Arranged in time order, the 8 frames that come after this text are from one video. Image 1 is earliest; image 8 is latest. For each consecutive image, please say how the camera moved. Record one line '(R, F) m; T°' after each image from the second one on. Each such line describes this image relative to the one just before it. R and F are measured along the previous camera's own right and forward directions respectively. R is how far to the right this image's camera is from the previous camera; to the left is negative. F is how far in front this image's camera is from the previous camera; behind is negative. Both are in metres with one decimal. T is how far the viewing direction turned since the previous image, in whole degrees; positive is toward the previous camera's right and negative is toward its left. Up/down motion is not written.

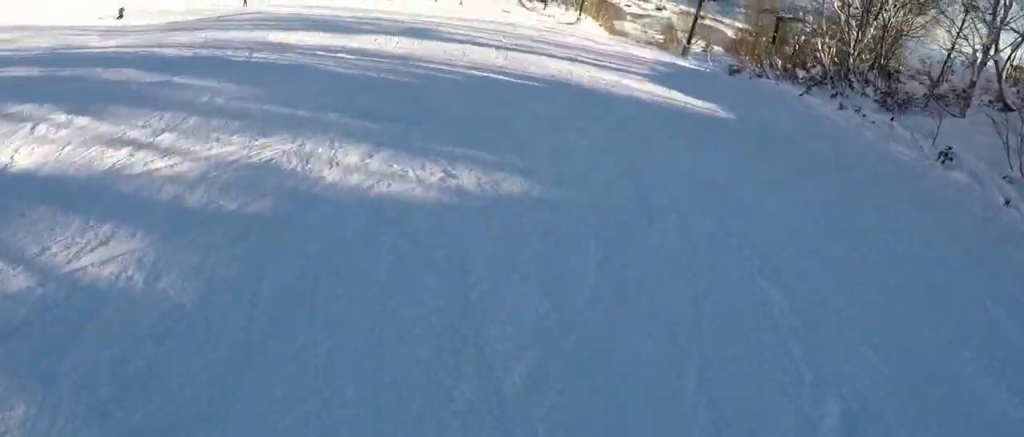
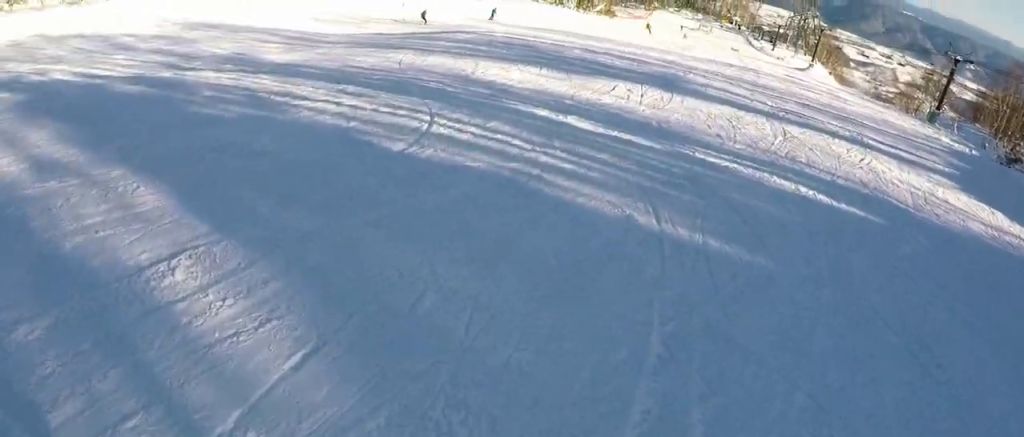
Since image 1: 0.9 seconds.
(-0.1, +5.9) m; +1°
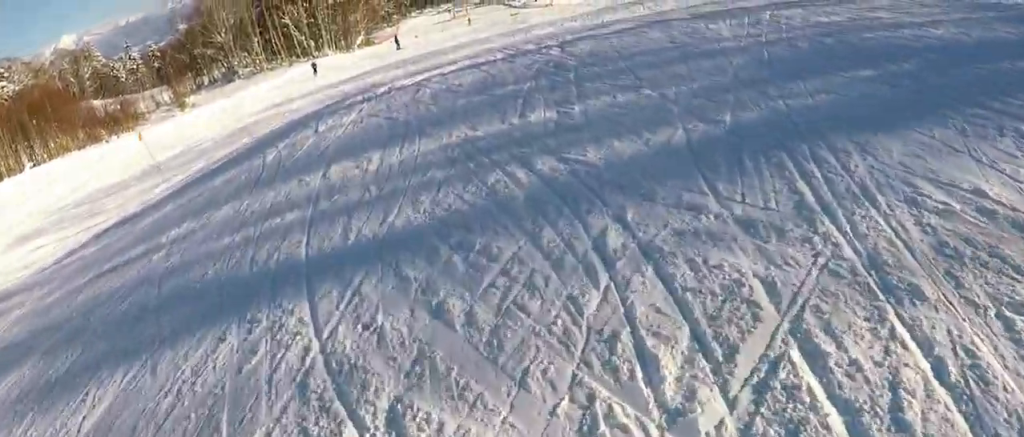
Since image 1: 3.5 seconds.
(+2.5, +18.4) m; +26°
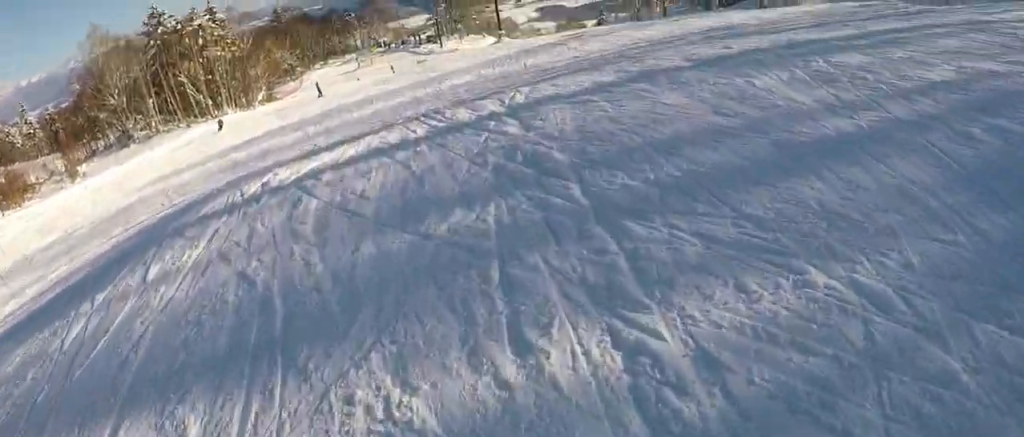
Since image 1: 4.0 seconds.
(+0.2, +3.3) m; +12°
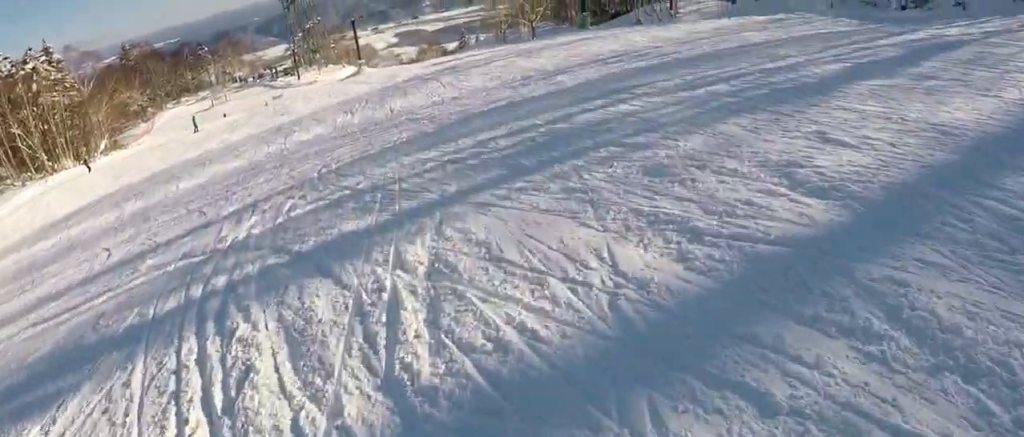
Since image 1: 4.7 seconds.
(+1.0, +4.8) m; +16°
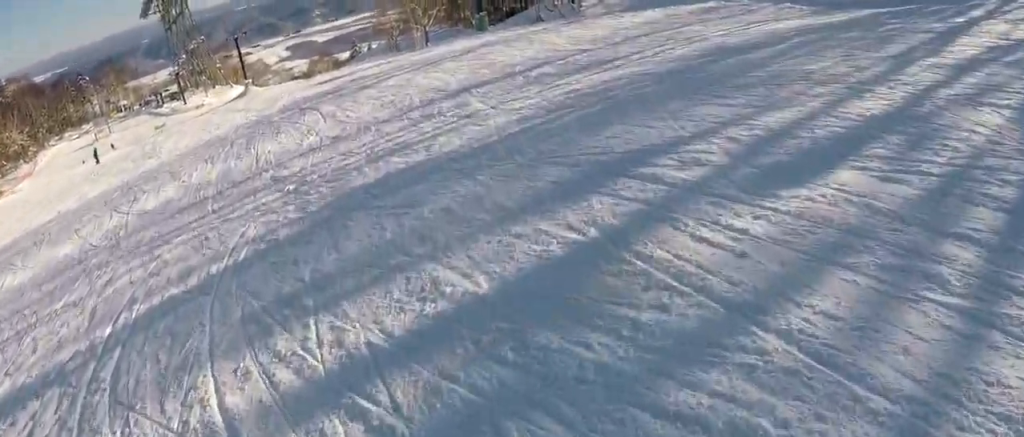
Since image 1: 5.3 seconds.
(+0.5, +4.4) m; +11°
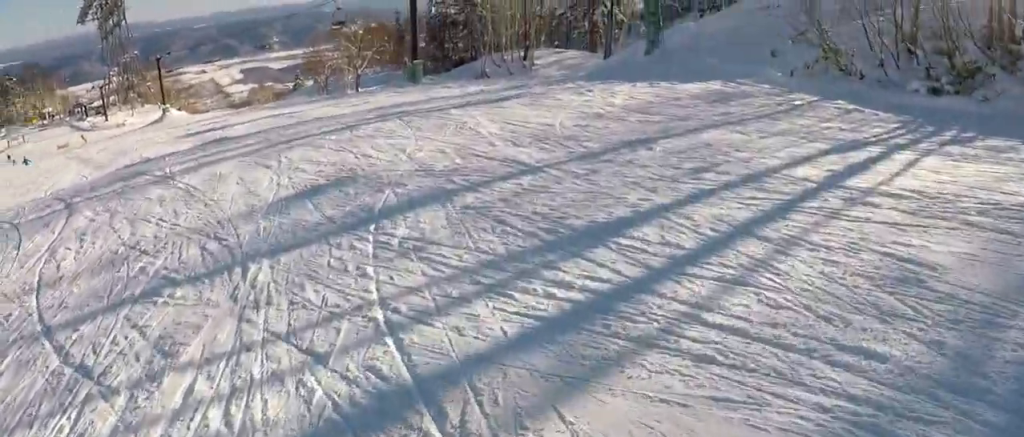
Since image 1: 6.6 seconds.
(+0.5, +8.9) m; -7°
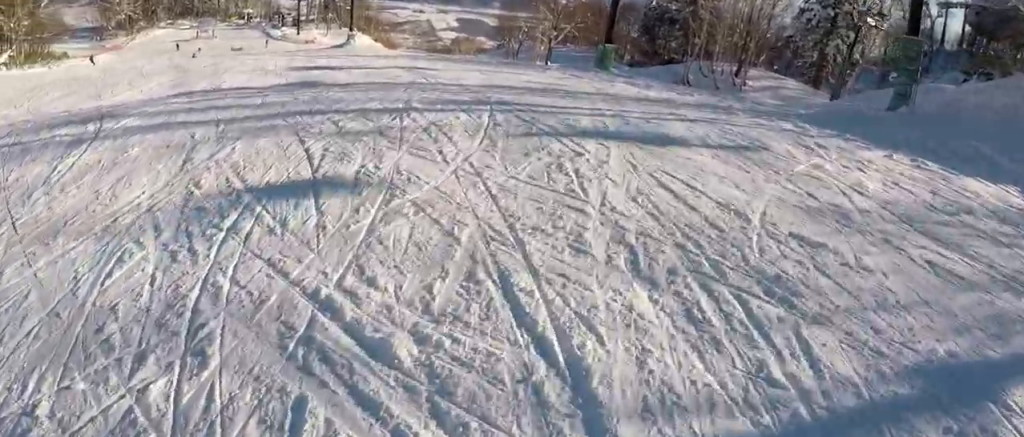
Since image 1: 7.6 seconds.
(-0.8, +6.2) m; -20°
